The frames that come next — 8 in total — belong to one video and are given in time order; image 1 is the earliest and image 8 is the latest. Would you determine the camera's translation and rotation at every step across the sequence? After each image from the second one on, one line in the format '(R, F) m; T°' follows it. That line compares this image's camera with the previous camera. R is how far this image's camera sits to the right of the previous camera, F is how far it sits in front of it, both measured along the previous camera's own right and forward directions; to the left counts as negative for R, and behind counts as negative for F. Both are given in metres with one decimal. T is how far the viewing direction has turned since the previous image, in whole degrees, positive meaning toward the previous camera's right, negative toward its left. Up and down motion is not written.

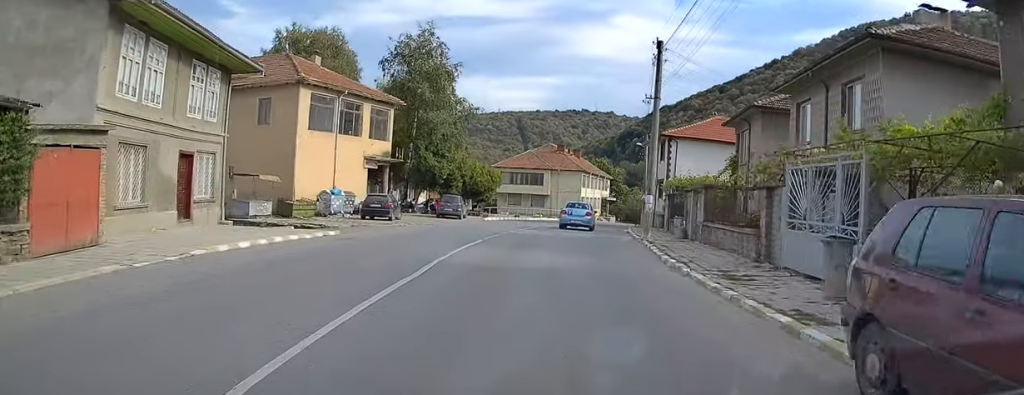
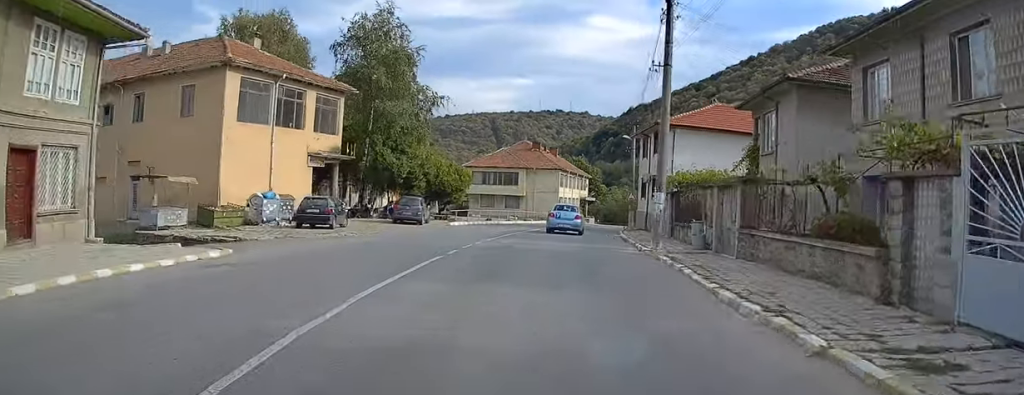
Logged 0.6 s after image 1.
(+0.2, +6.5) m; +2°
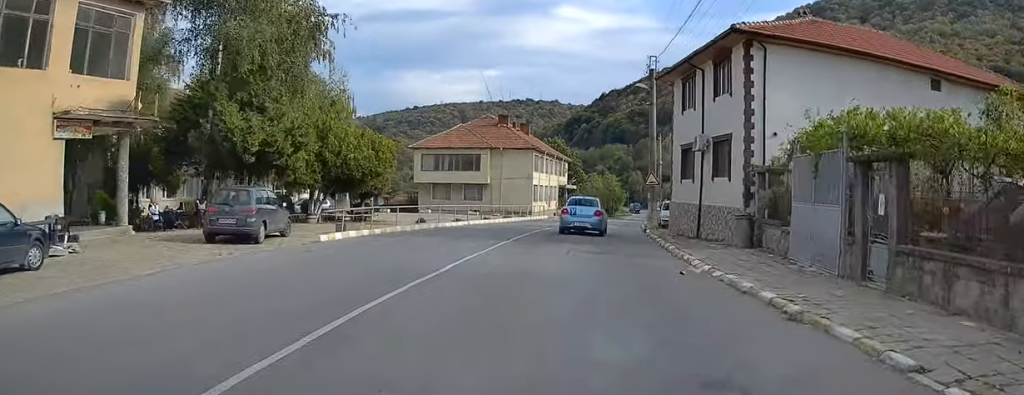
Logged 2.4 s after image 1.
(+0.5, +19.4) m; +2°
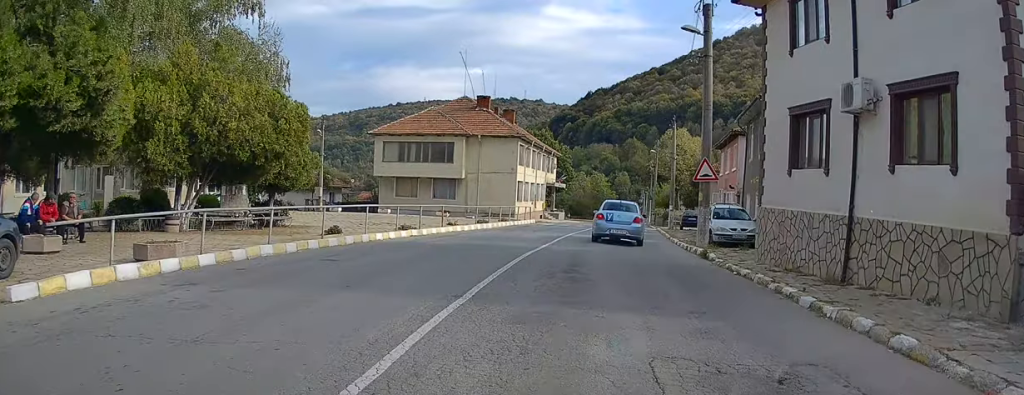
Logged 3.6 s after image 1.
(+0.3, +11.9) m; +3°
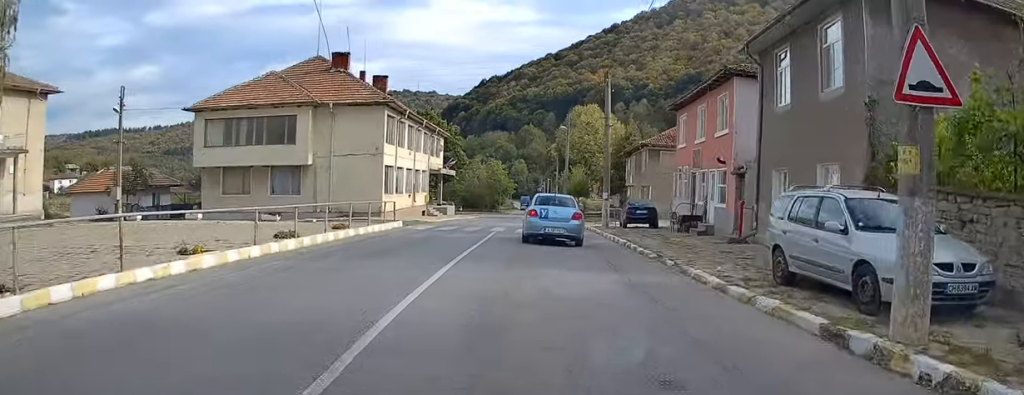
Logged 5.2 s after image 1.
(+1.0, +16.1) m; +7°
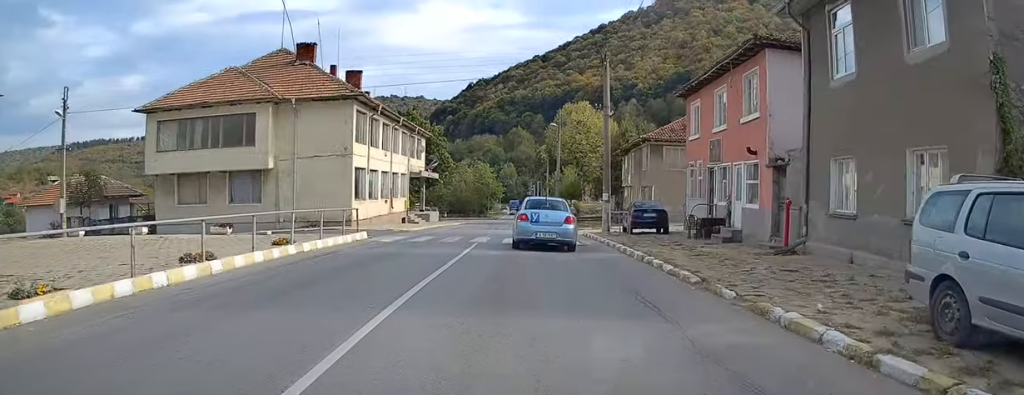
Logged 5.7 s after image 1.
(+0.1, +4.6) m; +2°
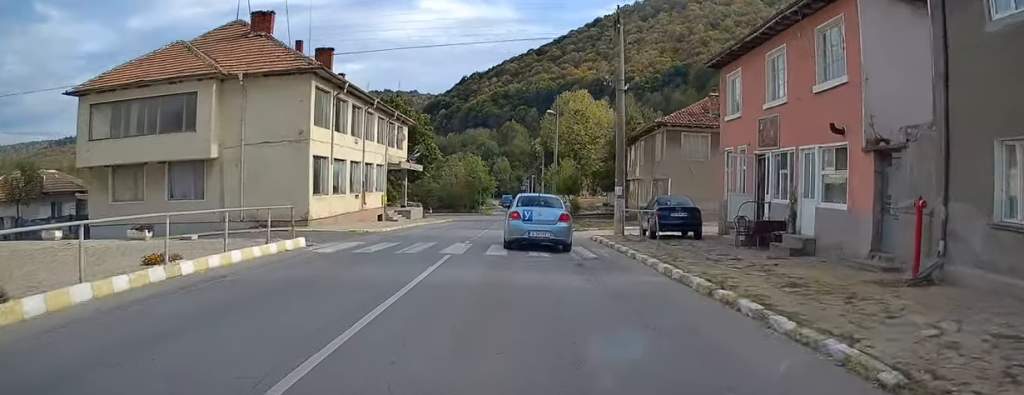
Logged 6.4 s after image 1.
(+0.1, +6.2) m; +2°
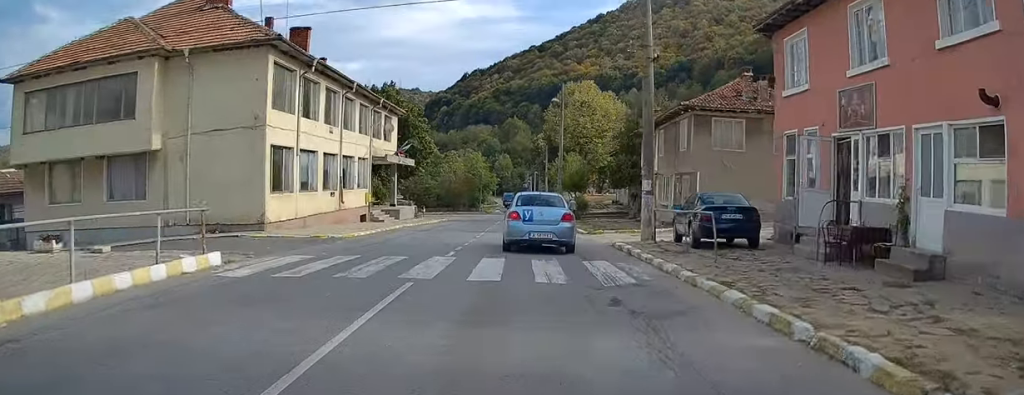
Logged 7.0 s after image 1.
(+0.2, +5.3) m; 0°
